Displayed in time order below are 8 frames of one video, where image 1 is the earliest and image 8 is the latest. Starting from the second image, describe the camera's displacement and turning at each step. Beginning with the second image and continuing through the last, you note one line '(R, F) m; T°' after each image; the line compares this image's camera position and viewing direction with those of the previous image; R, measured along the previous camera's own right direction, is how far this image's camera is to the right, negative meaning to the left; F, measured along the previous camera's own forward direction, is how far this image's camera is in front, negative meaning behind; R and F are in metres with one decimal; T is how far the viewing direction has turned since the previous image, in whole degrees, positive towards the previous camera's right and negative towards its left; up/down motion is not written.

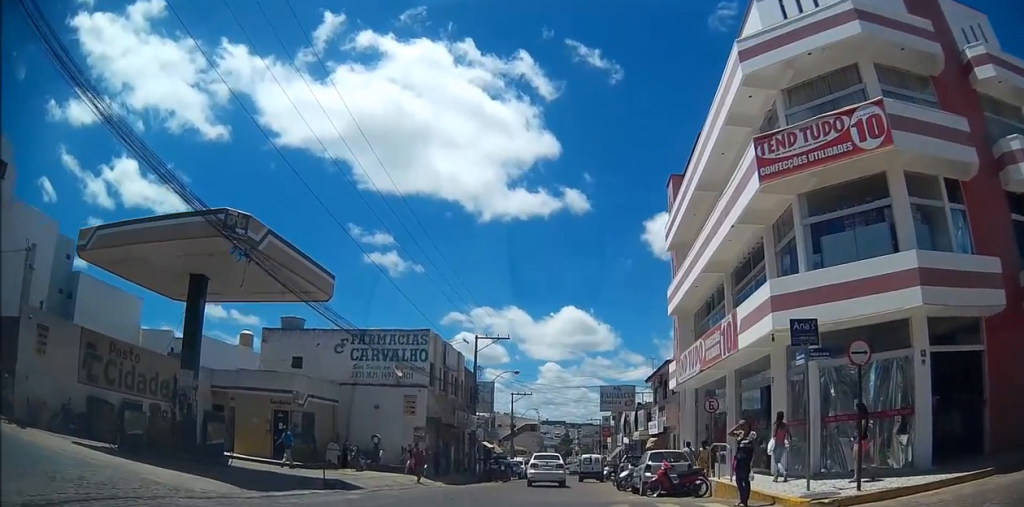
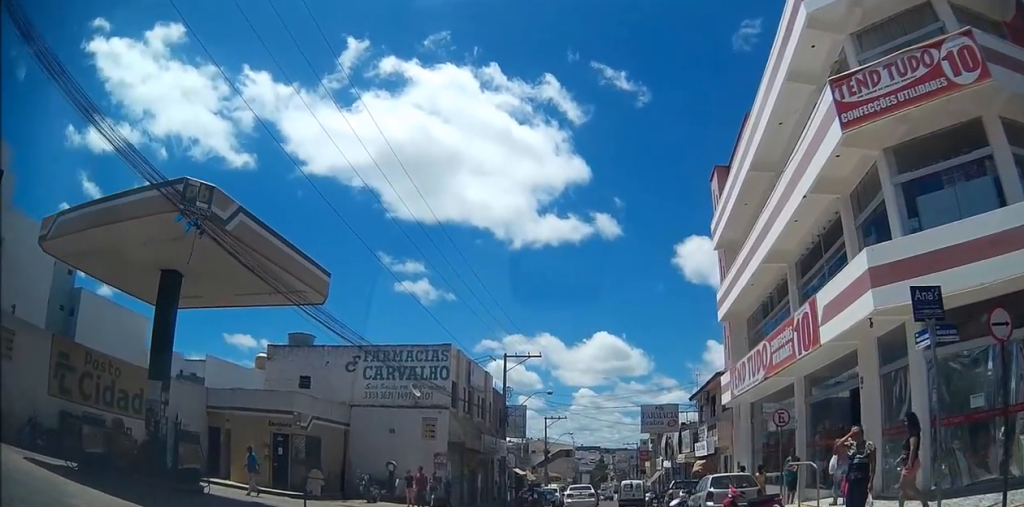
(-0.4, +3.5) m; -6°
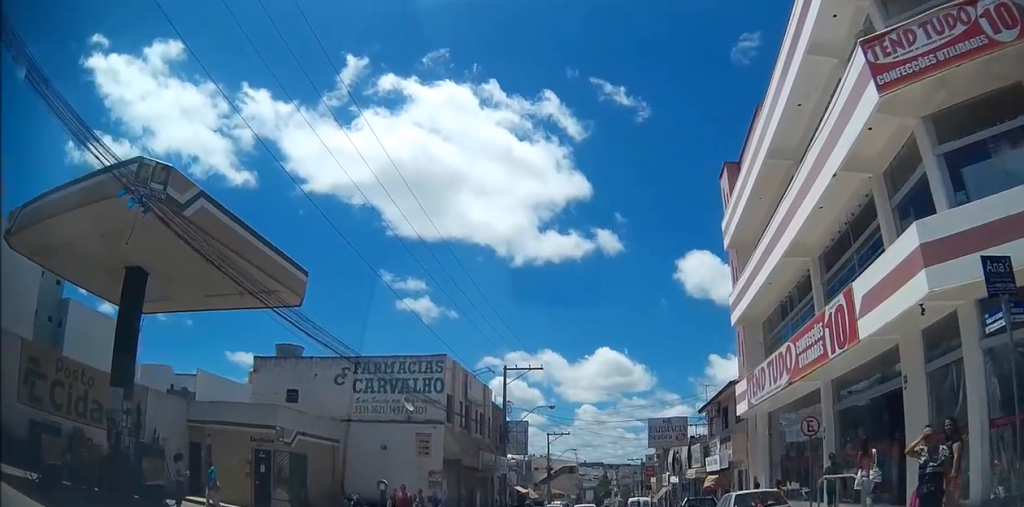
(+0.1, +1.4) m; +3°
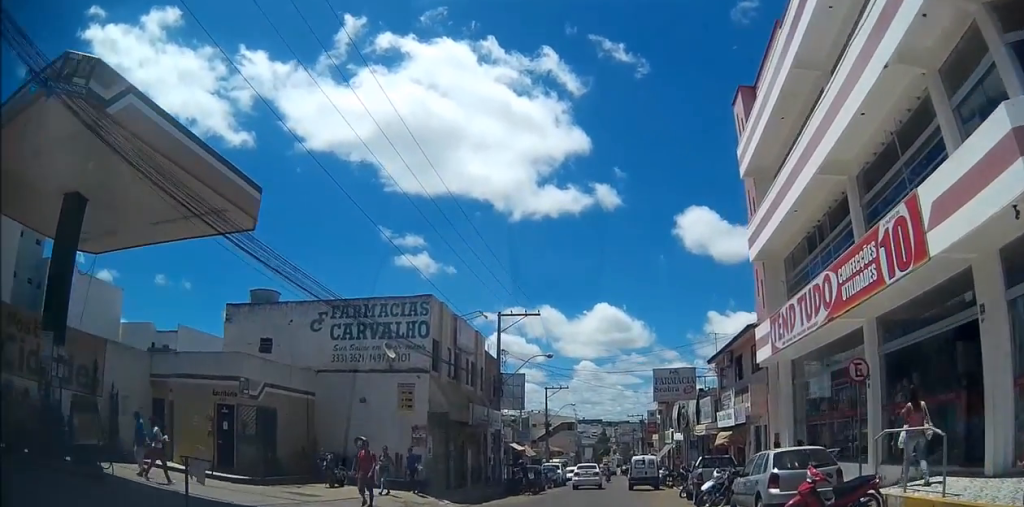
(+0.2, +1.8) m; +5°
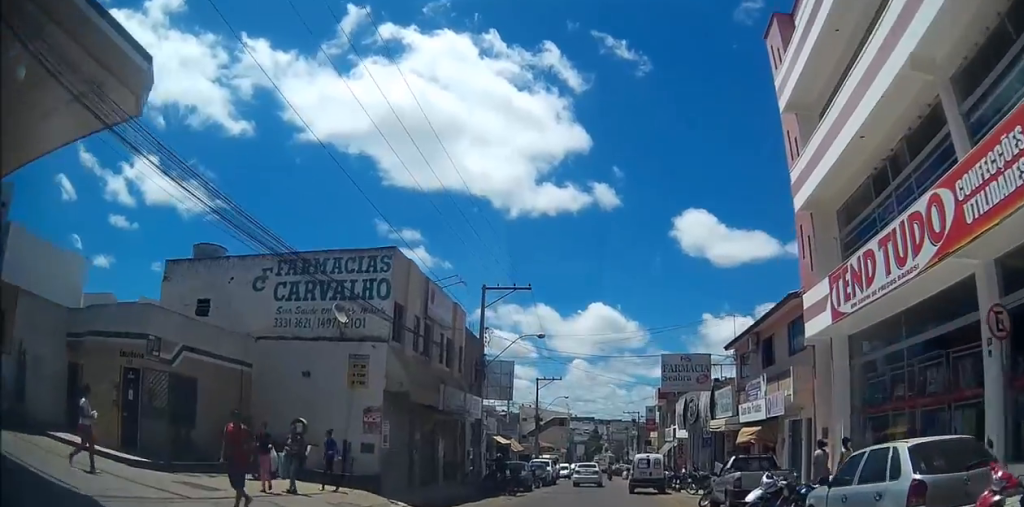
(-0.1, +3.4) m; -5°
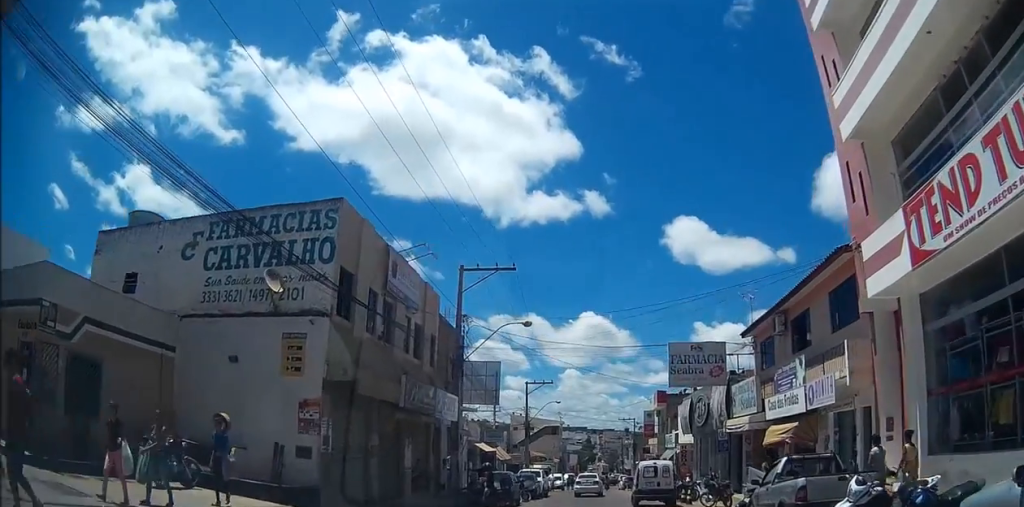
(-0.3, +3.3) m; +1°
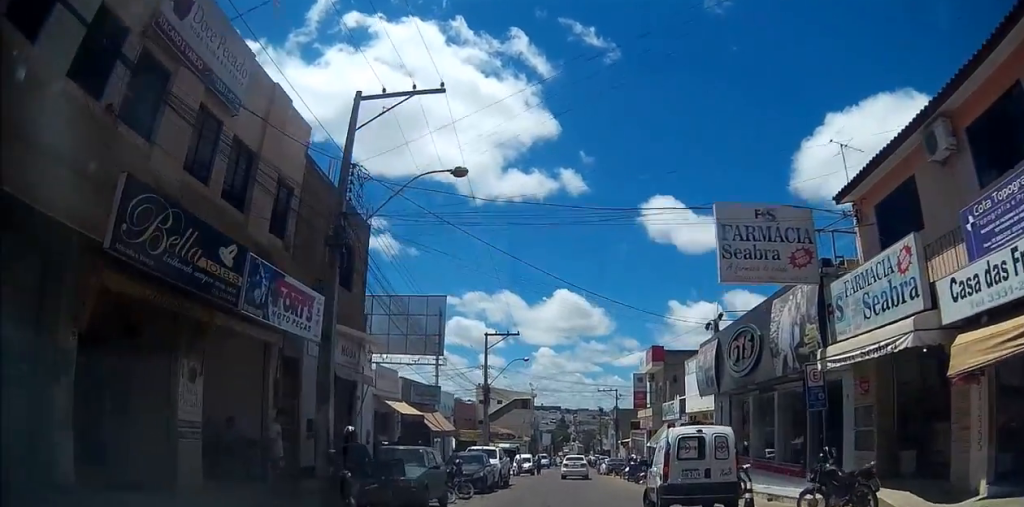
(+1.0, +10.9) m; +5°
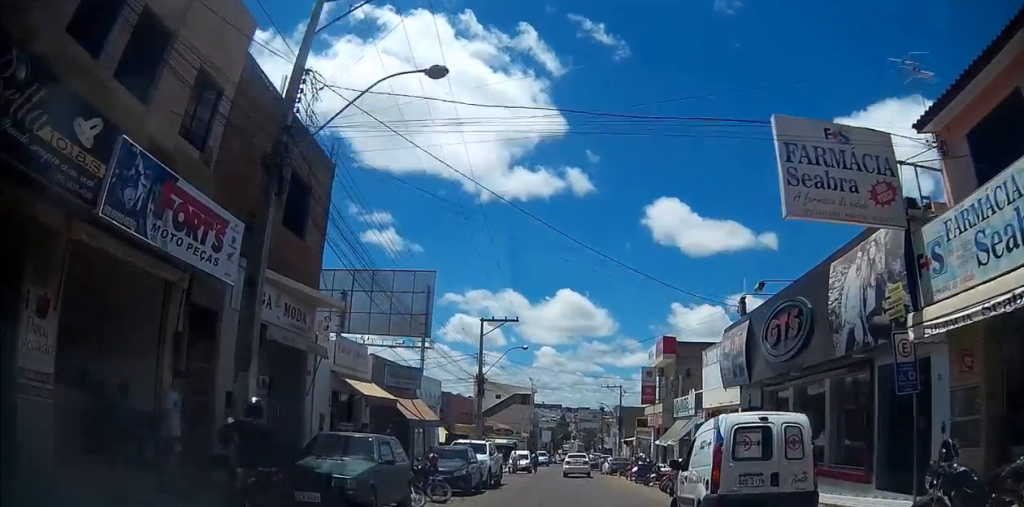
(0.0, +4.1) m; +2°
